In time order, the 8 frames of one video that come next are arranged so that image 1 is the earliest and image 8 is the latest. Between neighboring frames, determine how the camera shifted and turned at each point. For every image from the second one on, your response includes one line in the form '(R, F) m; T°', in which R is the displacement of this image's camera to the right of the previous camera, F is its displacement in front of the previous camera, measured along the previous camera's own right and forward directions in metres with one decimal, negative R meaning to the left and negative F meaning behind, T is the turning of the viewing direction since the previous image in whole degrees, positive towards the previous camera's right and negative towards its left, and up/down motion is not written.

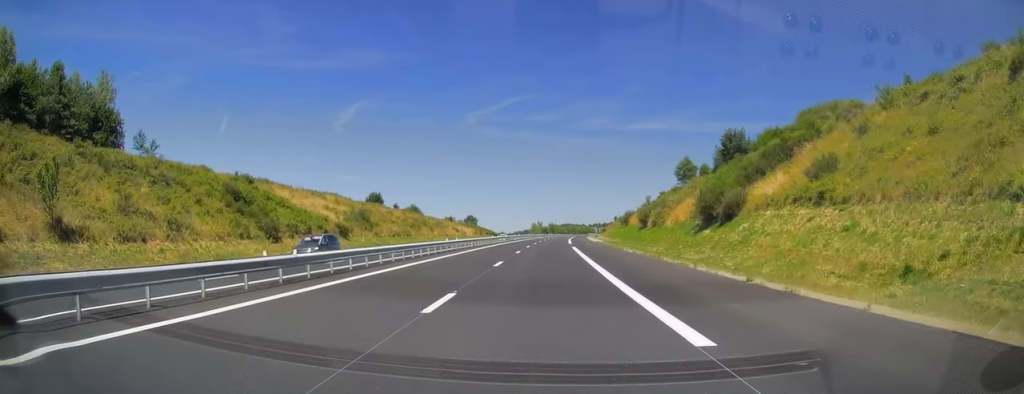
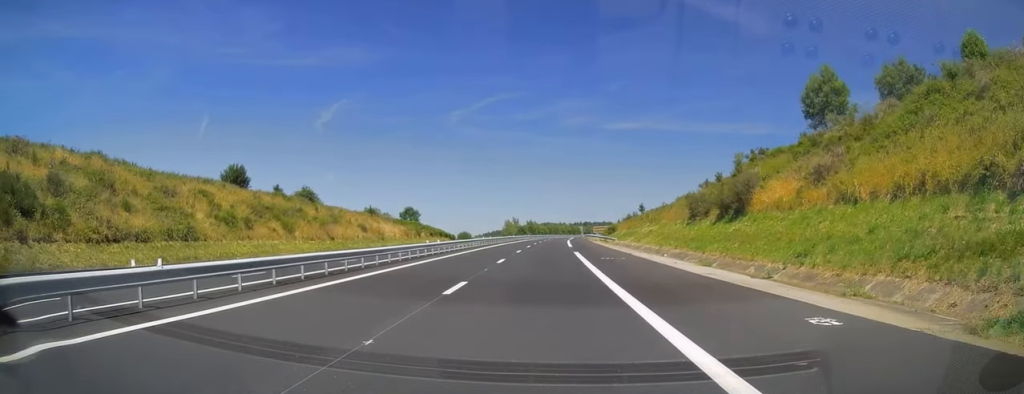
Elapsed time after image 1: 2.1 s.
(+1.2, +61.7) m; +2°
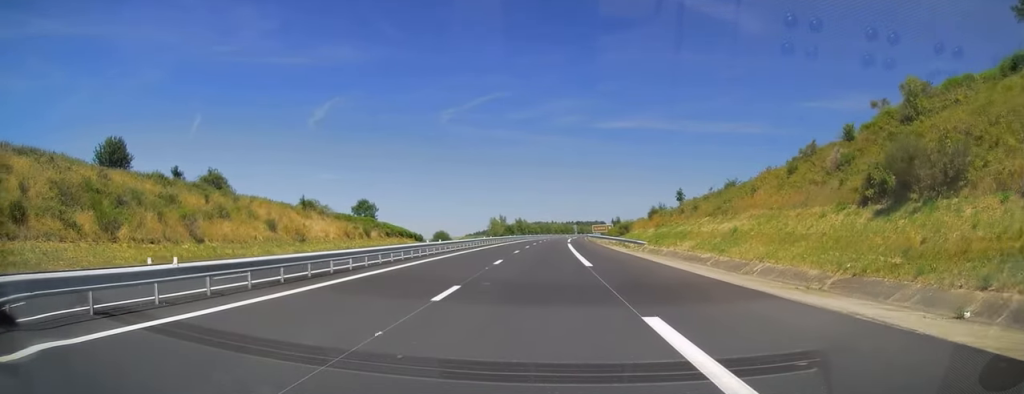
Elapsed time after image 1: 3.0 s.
(+0.1, +27.2) m; 0°
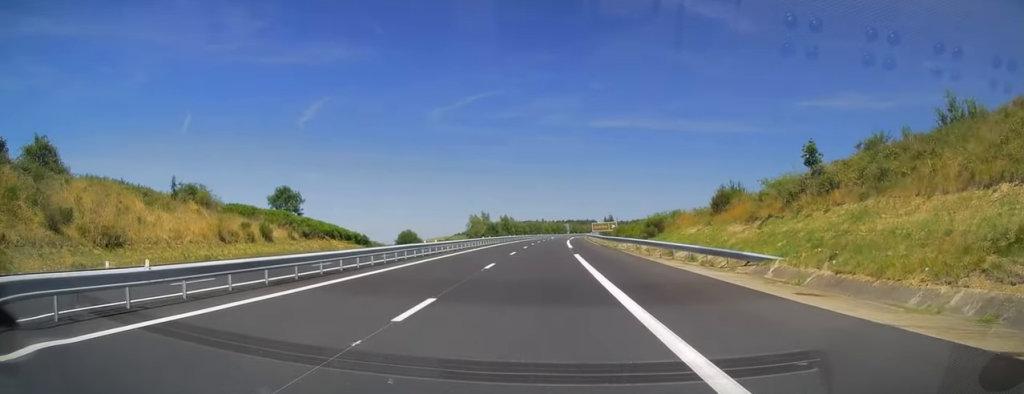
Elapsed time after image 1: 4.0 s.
(+0.1, +28.7) m; +1°
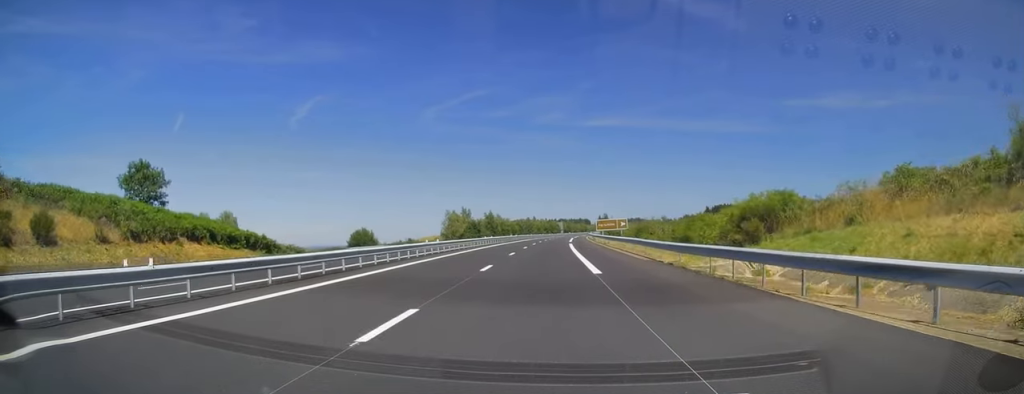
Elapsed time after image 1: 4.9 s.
(+0.2, +27.7) m; +1°
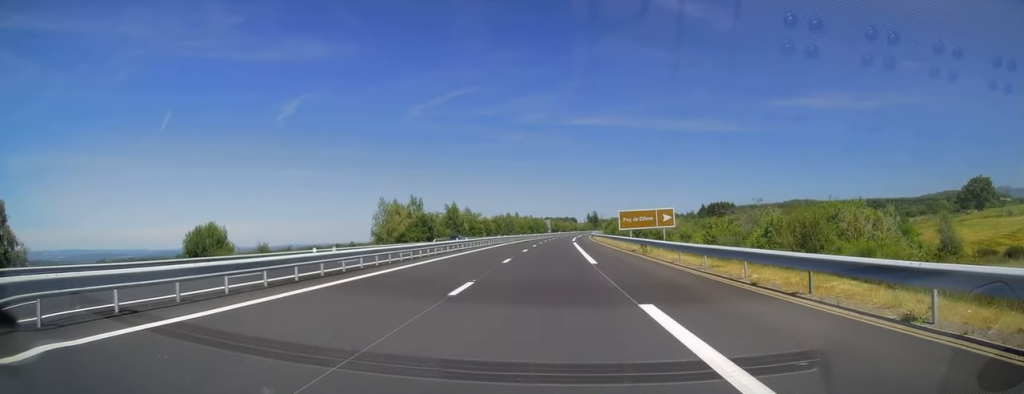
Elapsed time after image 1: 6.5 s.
(+0.6, +46.5) m; +1°
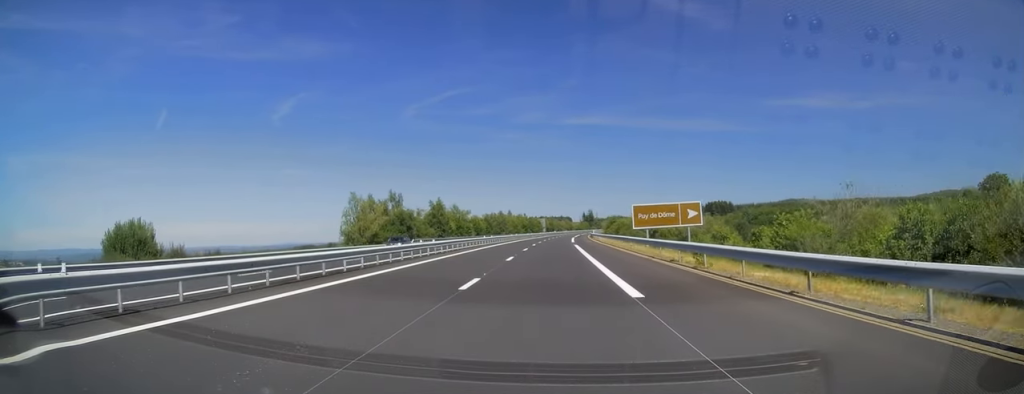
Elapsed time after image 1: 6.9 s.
(0.0, +11.9) m; 0°
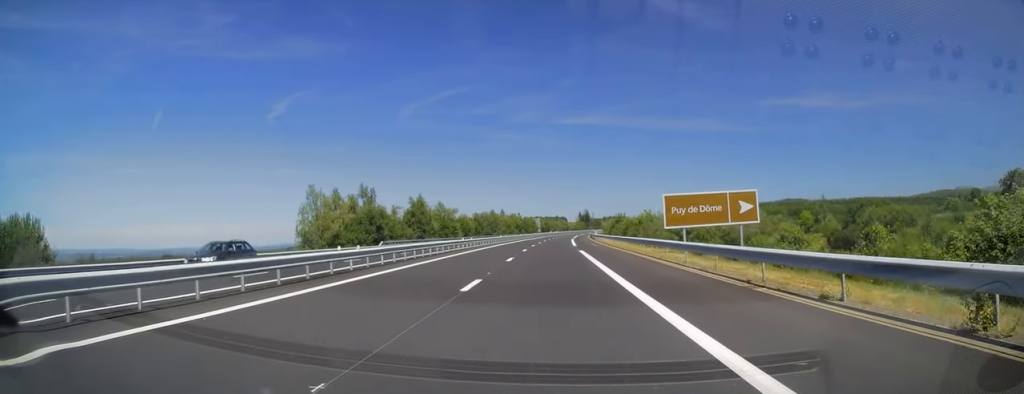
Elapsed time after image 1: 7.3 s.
(0.0, +13.3) m; +1°
